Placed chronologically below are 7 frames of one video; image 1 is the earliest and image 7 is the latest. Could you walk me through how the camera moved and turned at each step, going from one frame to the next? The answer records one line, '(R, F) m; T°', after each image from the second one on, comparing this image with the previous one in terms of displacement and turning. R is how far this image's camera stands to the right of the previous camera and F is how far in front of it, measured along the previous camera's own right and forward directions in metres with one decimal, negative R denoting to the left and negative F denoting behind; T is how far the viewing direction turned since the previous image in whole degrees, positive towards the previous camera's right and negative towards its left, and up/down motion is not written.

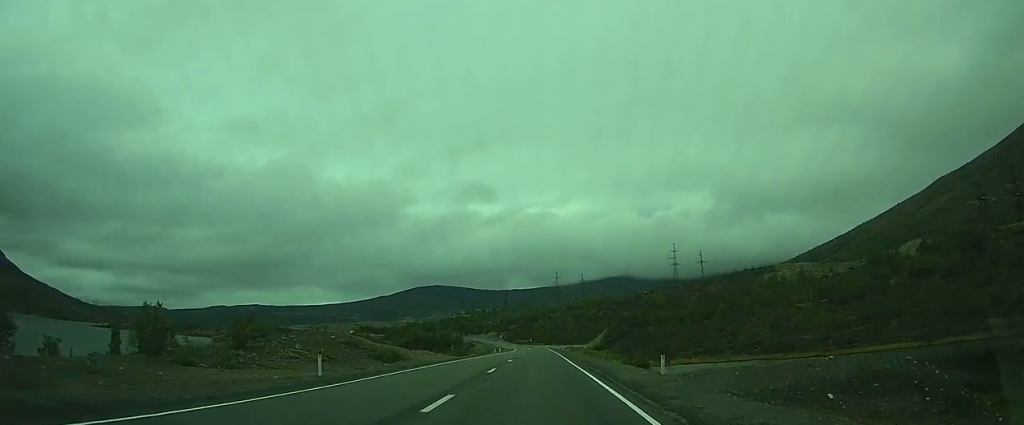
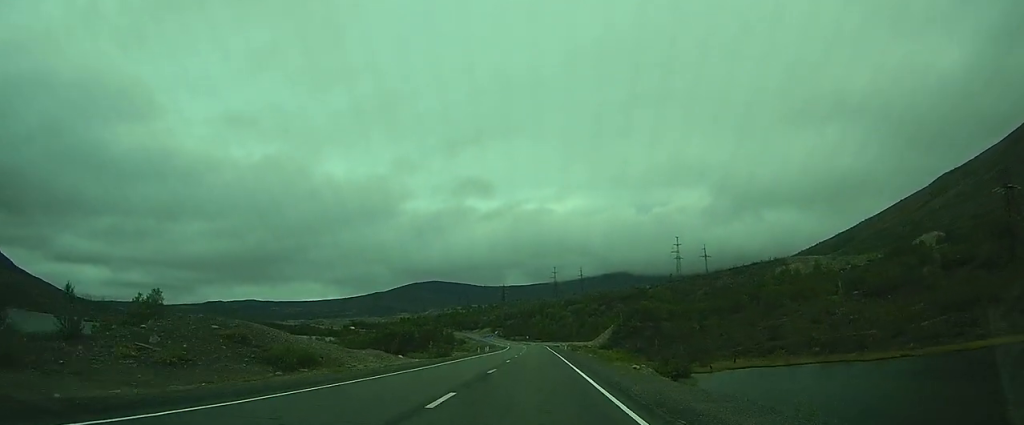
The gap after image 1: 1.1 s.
(+0.5, +23.4) m; 0°
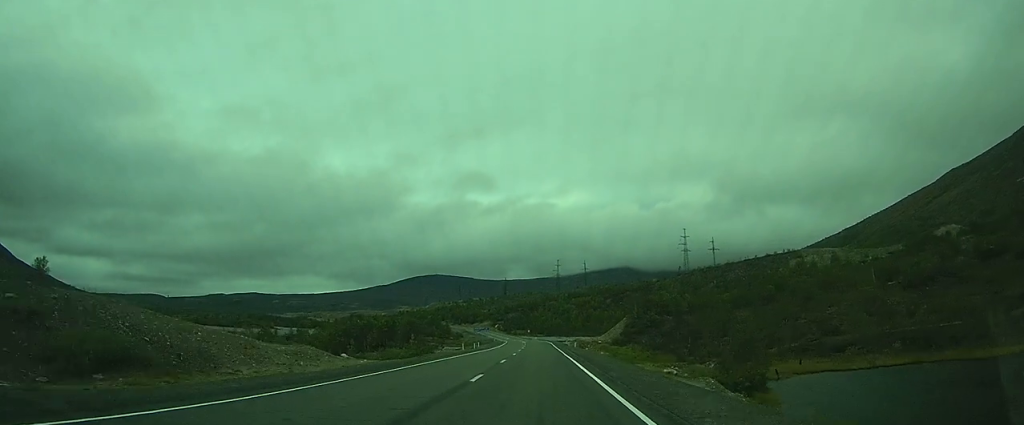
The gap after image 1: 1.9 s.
(-0.5, +18.5) m; -1°
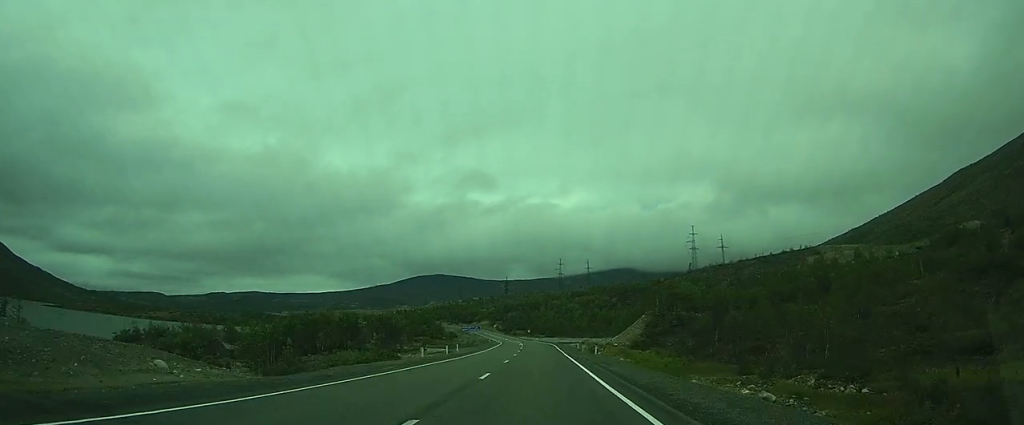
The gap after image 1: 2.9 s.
(-0.1, +22.5) m; 0°
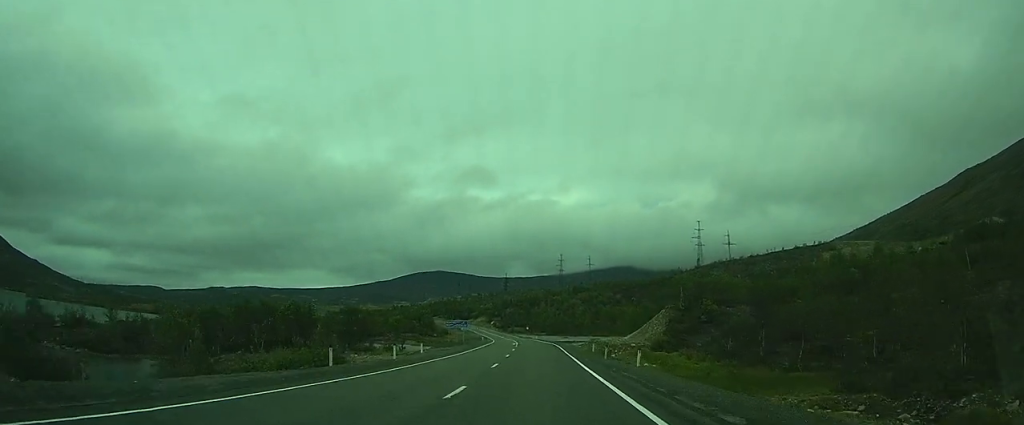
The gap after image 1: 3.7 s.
(+0.1, +18.2) m; 0°
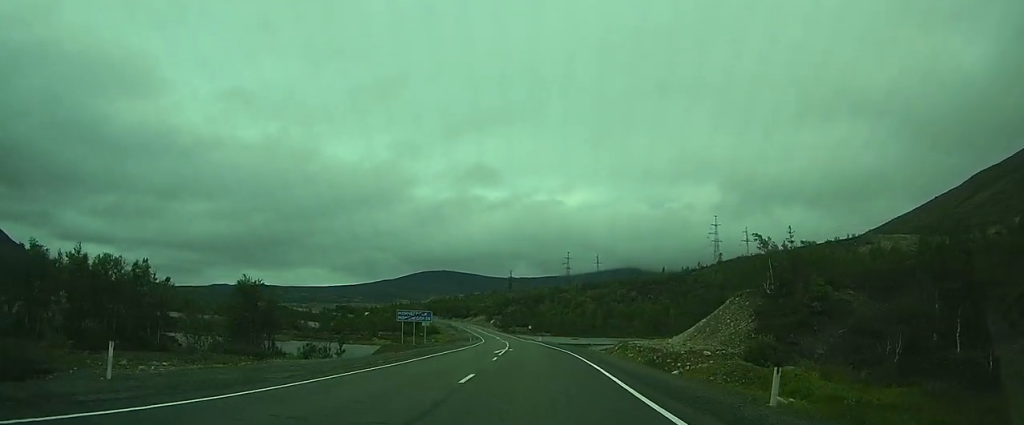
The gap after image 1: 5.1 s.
(-0.3, +33.0) m; -1°
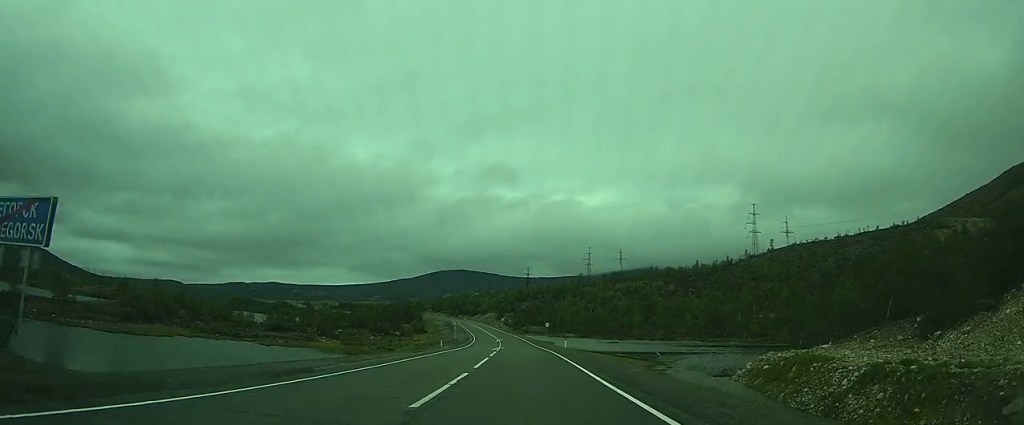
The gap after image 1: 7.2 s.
(-0.5, +48.7) m; -1°
